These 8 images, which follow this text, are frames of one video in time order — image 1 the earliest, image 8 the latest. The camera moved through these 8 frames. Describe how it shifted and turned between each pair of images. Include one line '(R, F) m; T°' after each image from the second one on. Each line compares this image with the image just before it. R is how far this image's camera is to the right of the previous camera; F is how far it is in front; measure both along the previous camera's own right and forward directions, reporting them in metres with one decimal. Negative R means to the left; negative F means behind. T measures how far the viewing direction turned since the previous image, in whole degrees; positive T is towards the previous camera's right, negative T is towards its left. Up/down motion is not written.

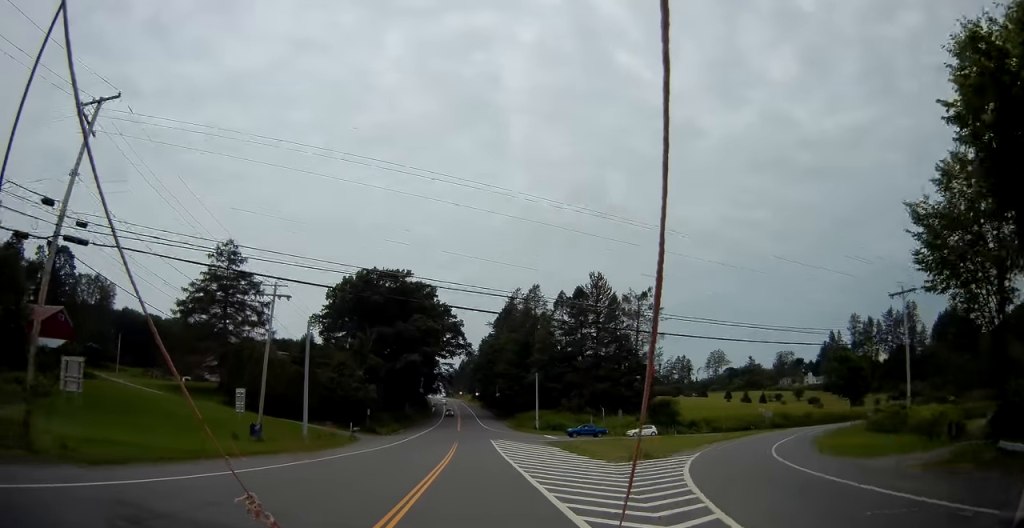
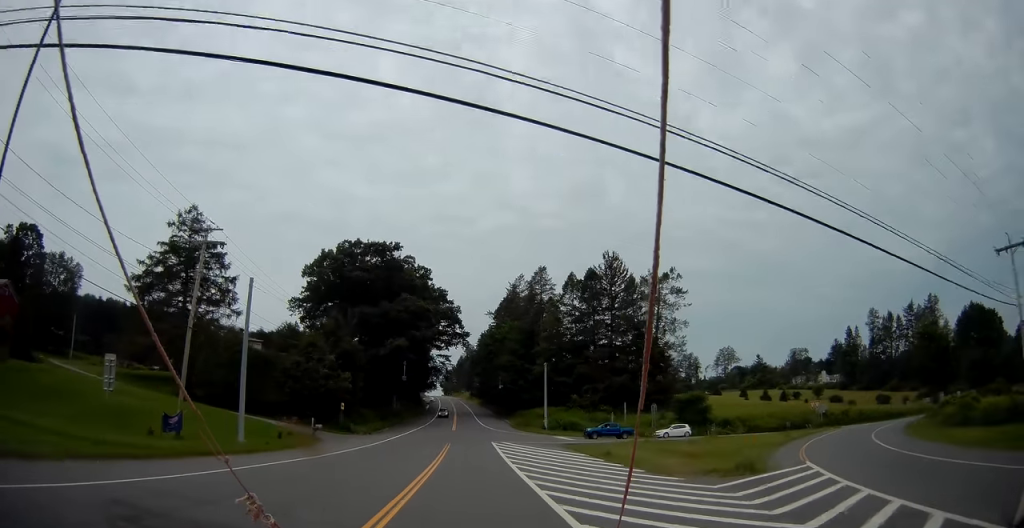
(0.0, +13.4) m; 0°
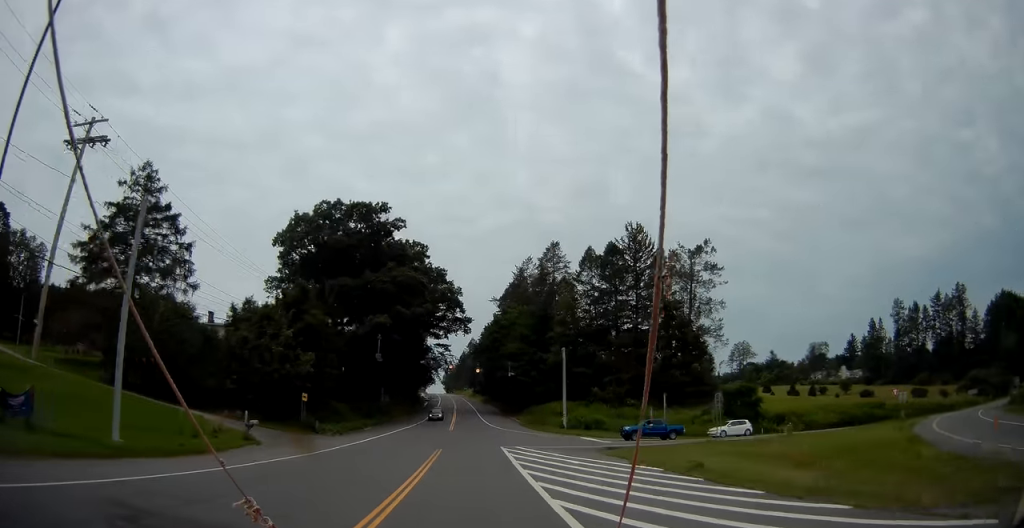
(0.0, +14.2) m; -1°
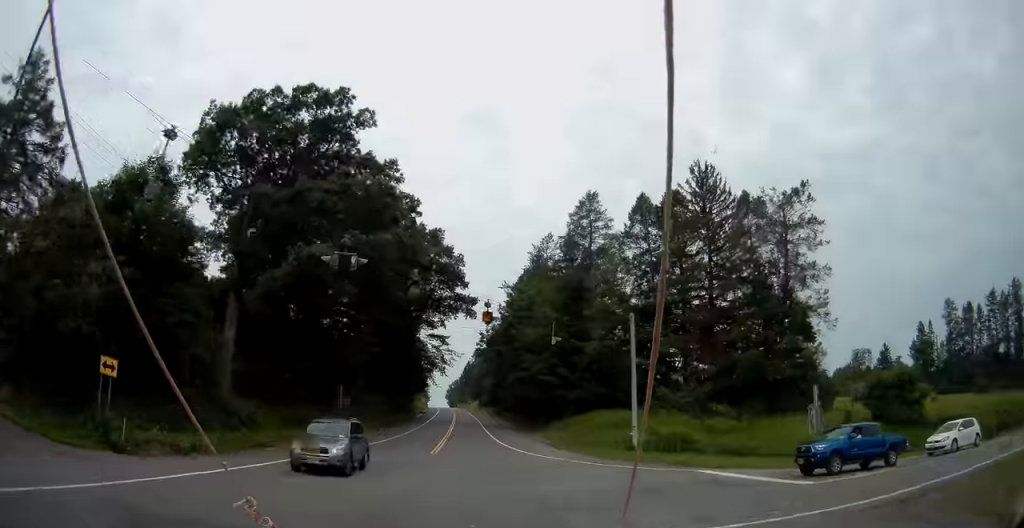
(-0.4, +26.7) m; -1°
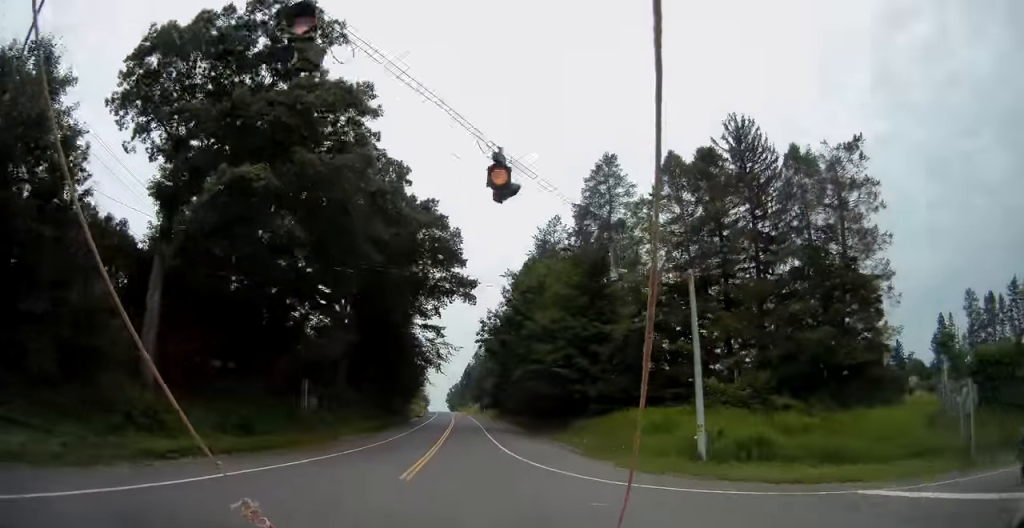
(0.0, +11.0) m; 0°
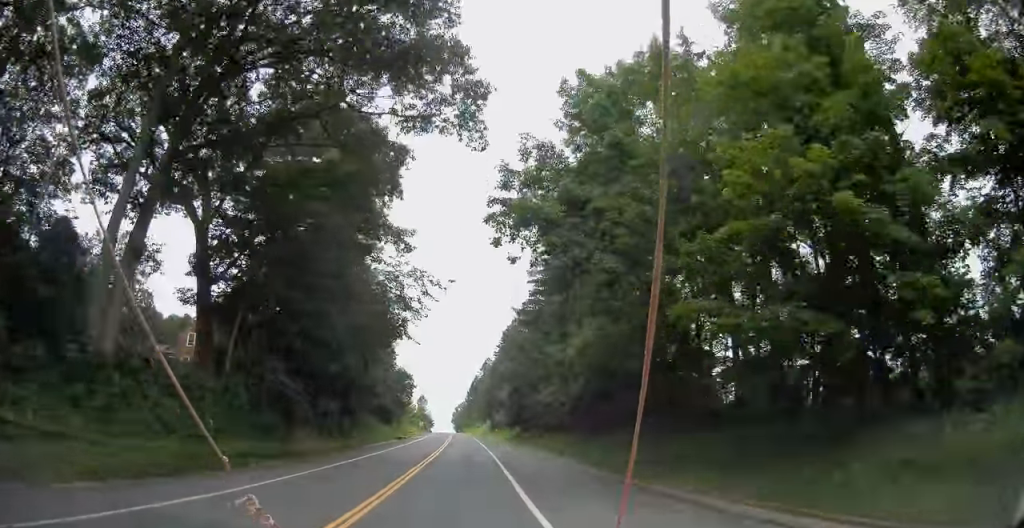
(-0.2, +40.7) m; -1°
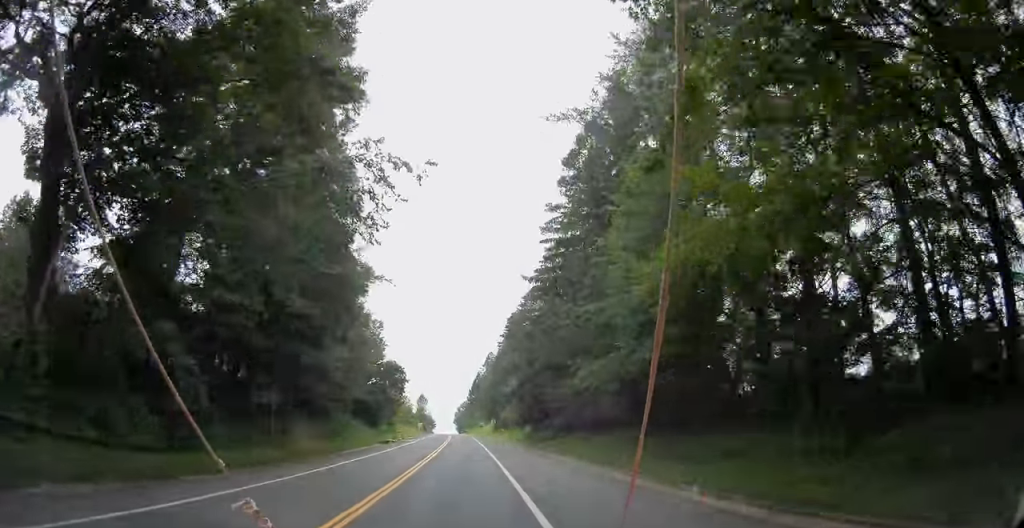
(0.0, +15.1) m; 0°
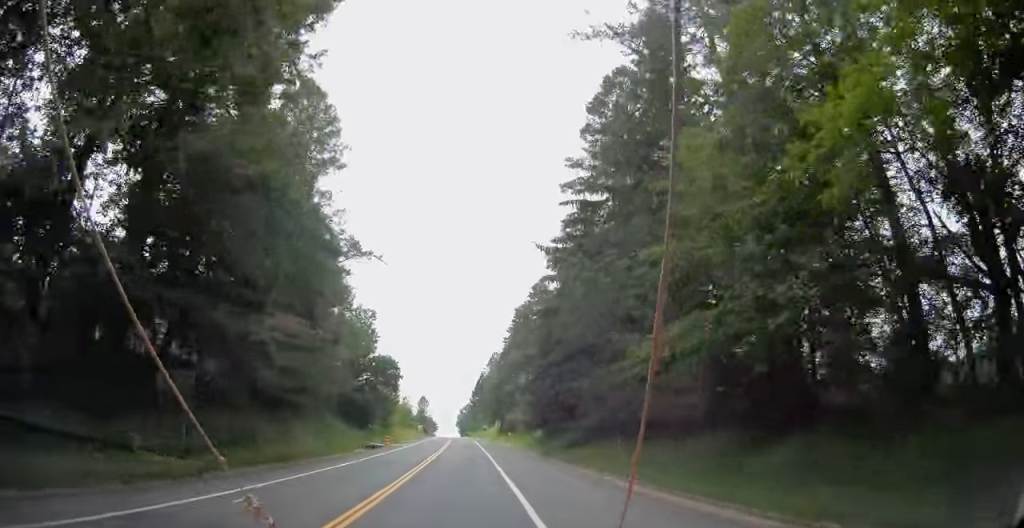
(0.0, +10.8) m; -1°
